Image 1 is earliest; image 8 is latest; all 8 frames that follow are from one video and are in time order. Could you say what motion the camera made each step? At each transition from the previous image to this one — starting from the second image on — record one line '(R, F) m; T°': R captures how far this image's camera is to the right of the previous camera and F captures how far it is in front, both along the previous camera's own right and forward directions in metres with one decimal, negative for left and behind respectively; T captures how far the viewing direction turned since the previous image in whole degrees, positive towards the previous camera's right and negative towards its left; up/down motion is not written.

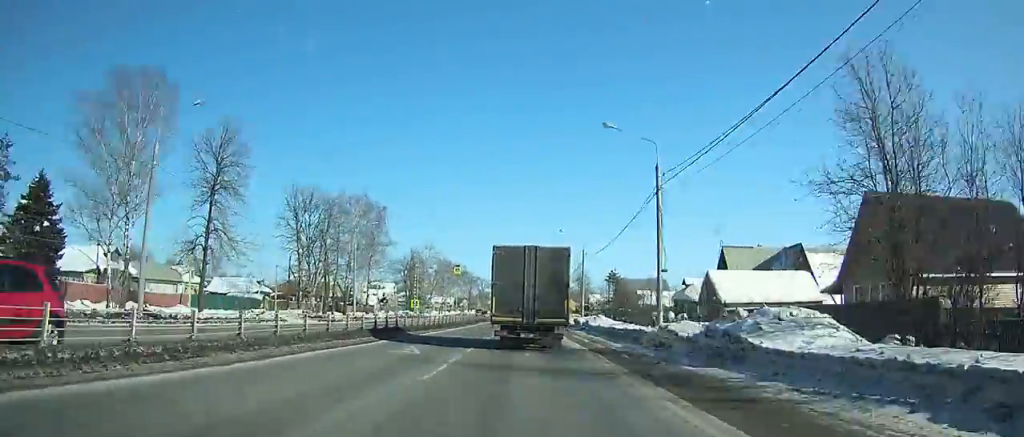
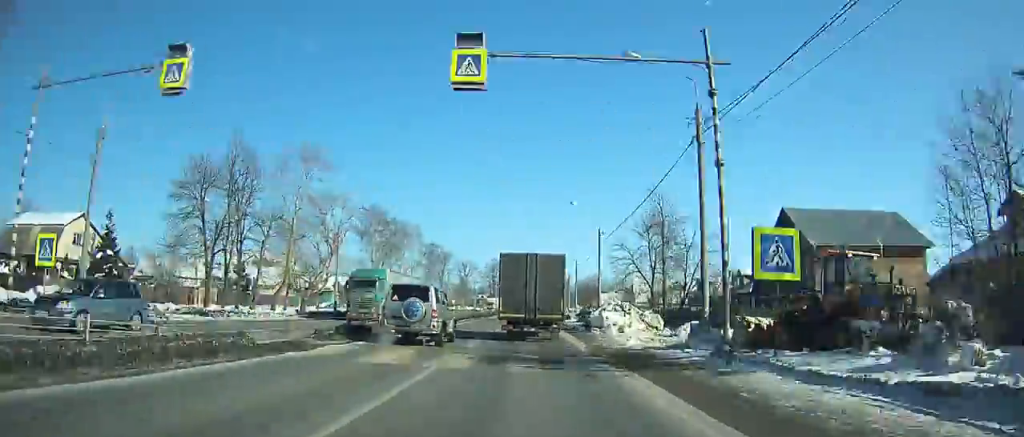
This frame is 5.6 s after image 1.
(-9.1, +77.4) m; -9°
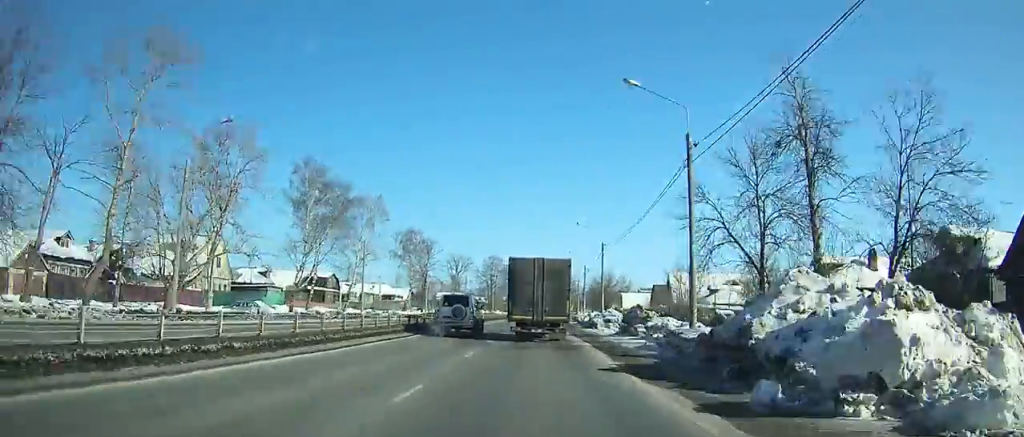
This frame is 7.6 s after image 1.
(+1.9, +29.0) m; +4°
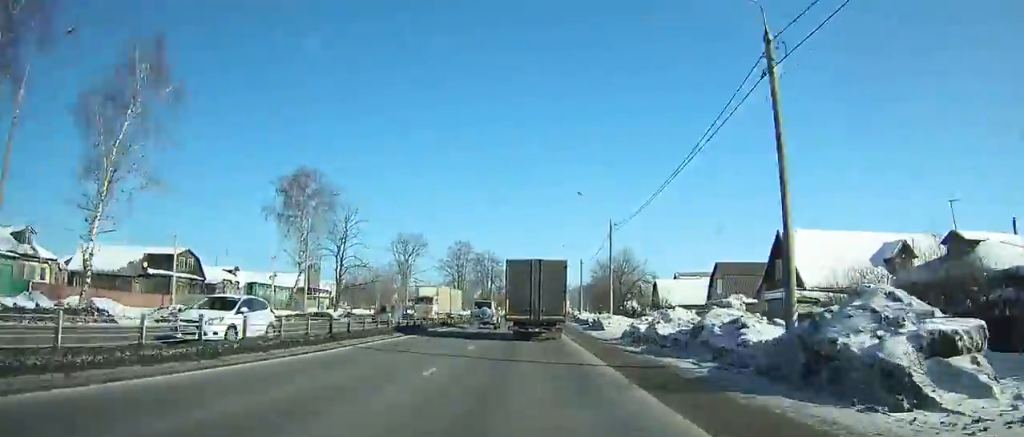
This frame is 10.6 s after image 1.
(+0.8, +44.6) m; +1°
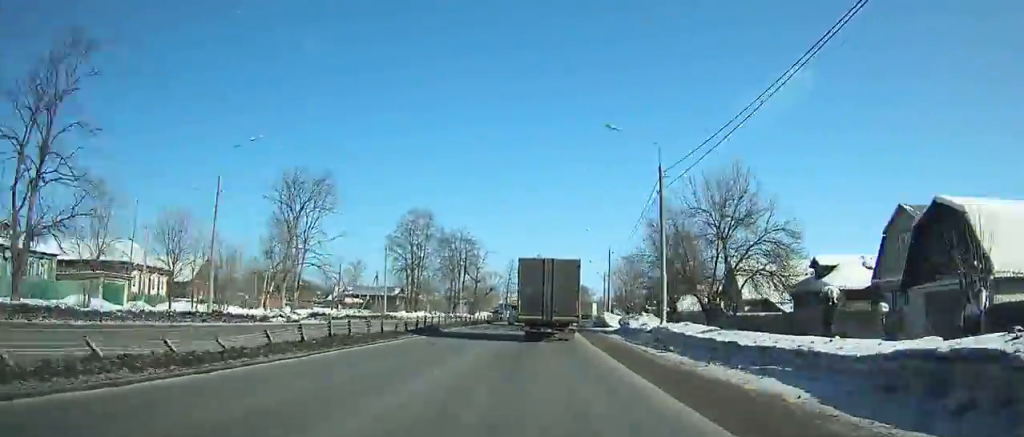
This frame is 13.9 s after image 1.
(+0.5, +50.1) m; +2°
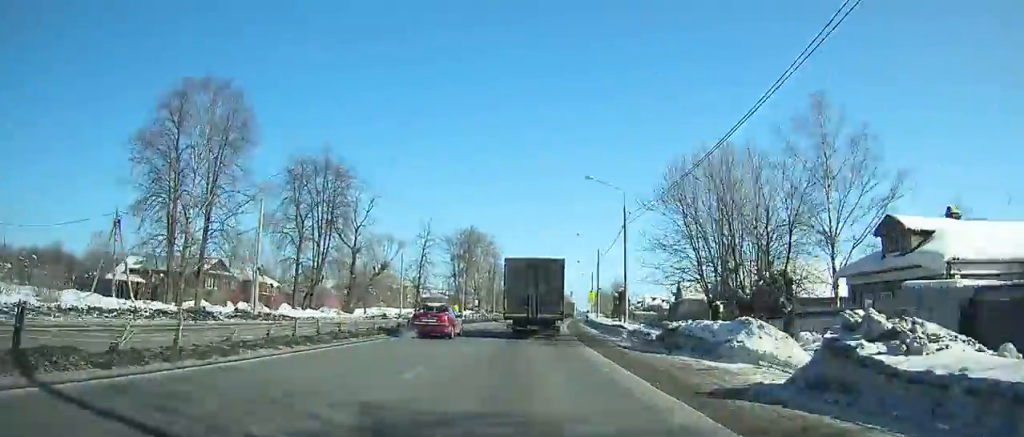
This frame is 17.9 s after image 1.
(+2.4, +61.5) m; +5°
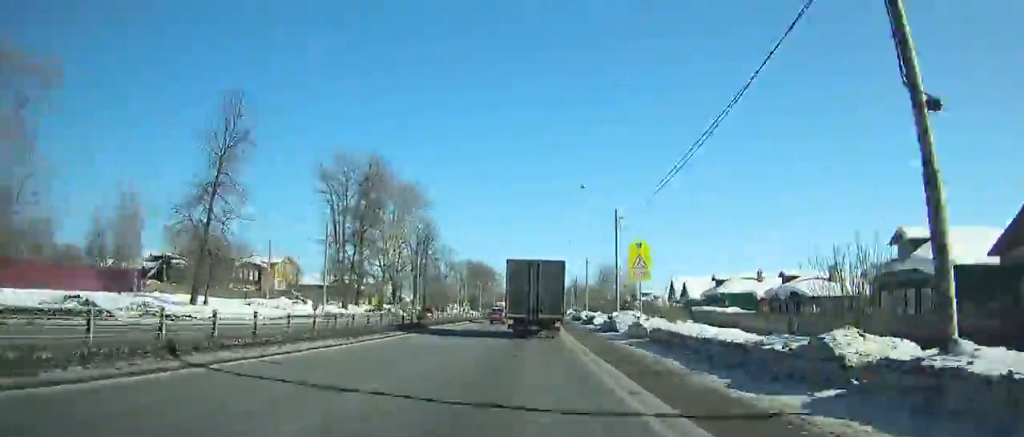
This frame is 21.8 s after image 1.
(+2.5, +60.2) m; +4°
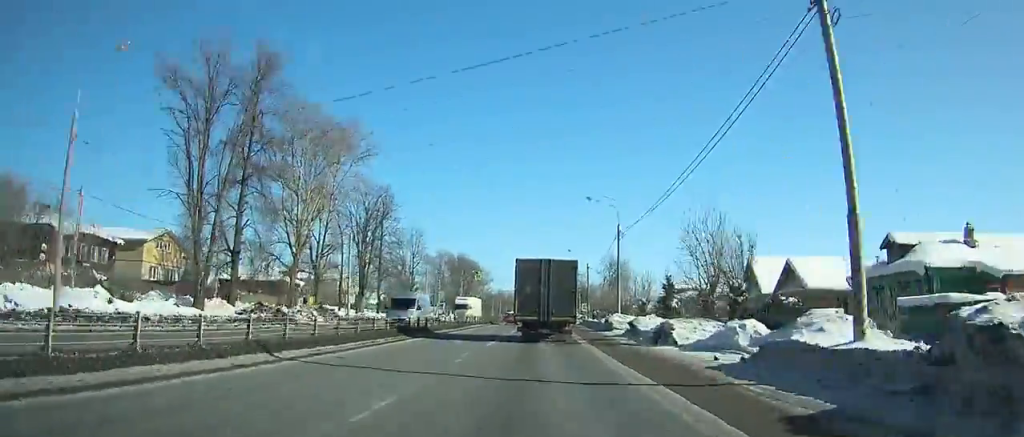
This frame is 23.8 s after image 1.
(+0.4, +30.8) m; +1°
